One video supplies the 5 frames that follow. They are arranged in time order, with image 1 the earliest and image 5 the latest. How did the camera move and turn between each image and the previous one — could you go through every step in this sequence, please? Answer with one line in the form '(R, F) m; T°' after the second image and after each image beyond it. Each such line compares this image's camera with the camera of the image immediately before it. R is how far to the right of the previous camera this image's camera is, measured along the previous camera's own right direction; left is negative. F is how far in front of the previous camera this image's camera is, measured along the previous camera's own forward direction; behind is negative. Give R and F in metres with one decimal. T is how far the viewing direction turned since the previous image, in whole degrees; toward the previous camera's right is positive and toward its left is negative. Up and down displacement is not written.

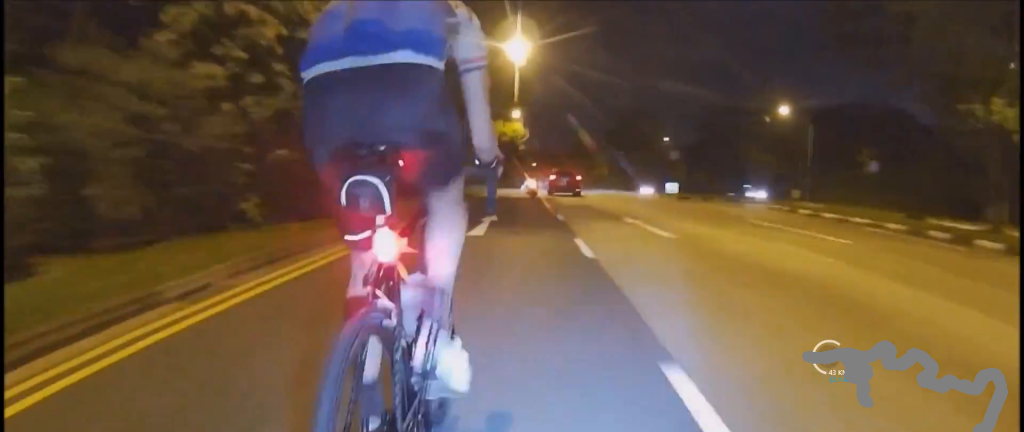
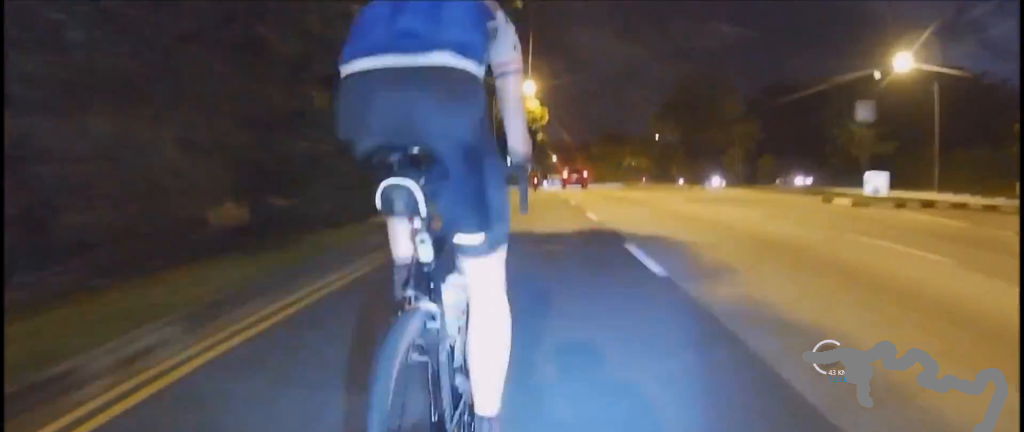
(+0.1, +20.3) m; +1°
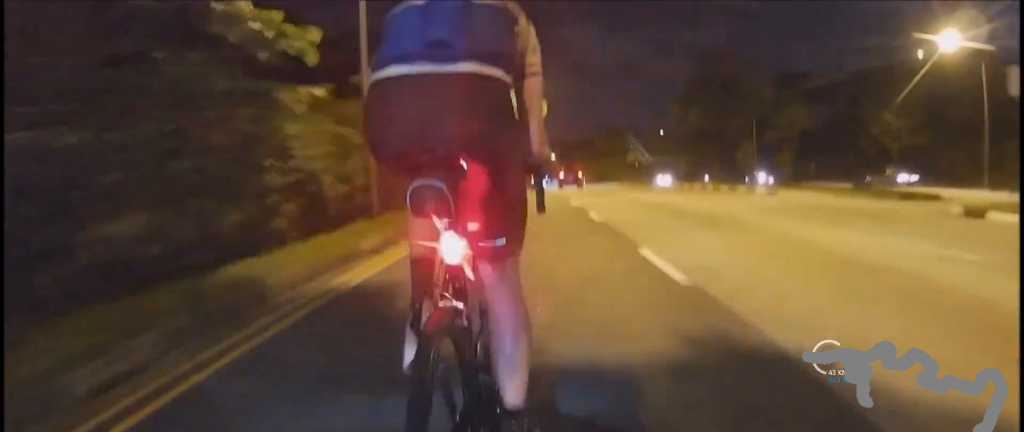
(+0.7, +6.7) m; -1°
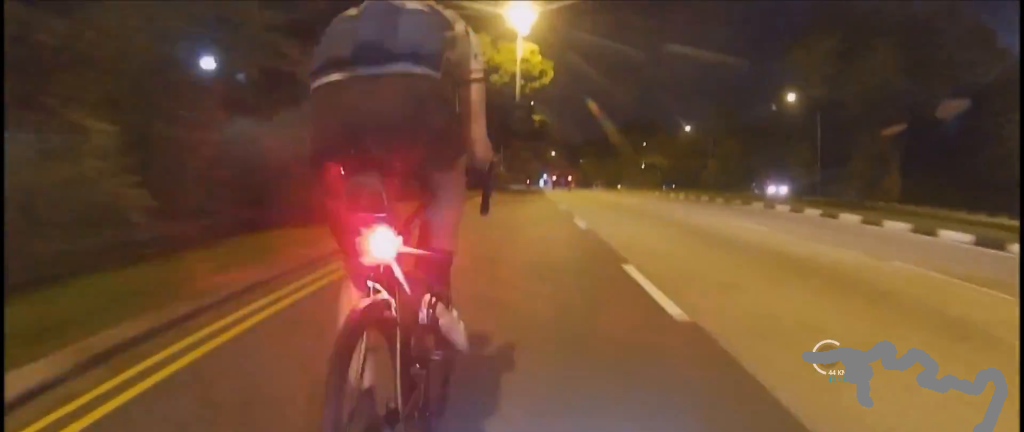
(-1.2, +19.0) m; -1°
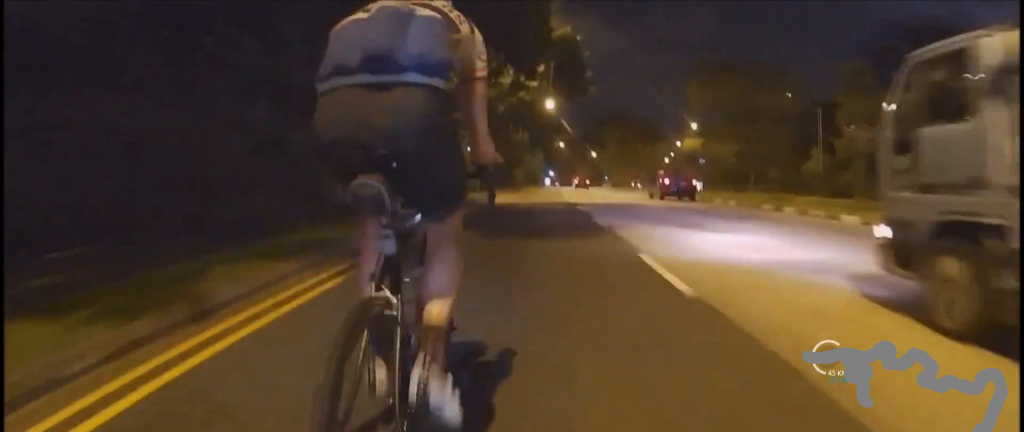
(+2.5, +36.4) m; +2°
